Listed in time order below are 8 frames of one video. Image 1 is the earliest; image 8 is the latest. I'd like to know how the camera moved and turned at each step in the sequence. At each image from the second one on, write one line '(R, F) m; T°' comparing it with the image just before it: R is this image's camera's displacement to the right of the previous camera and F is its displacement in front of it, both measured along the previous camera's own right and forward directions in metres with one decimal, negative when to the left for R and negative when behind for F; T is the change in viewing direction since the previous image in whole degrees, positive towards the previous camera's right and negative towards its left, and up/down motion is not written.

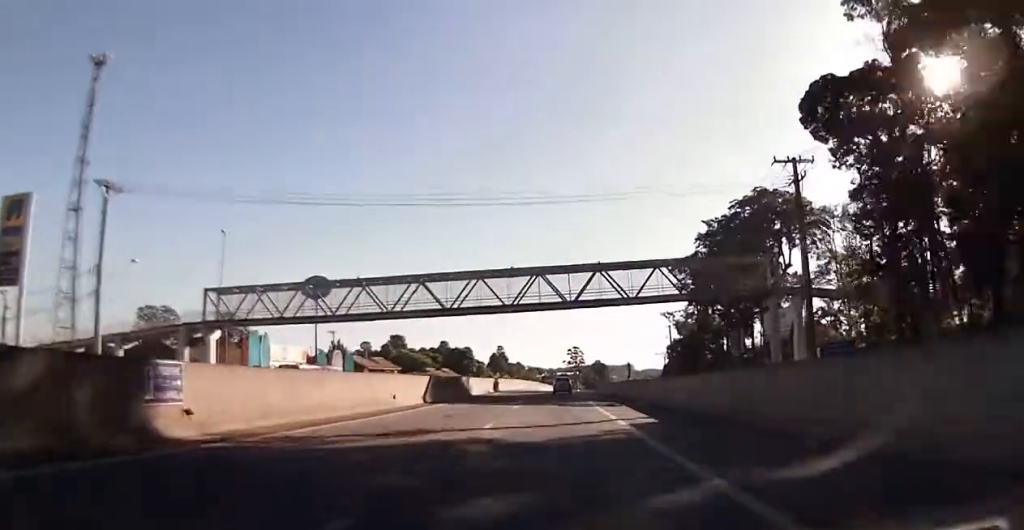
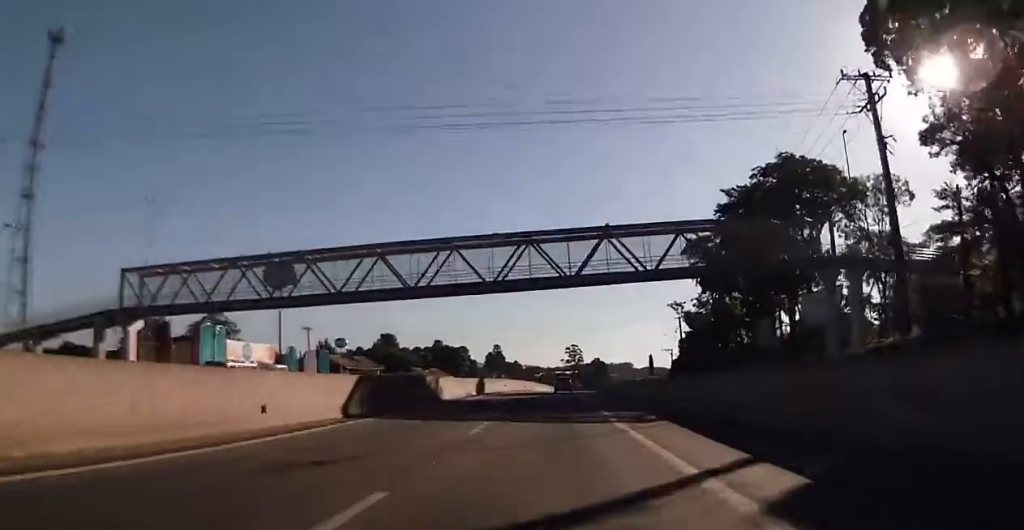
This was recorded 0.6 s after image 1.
(-0.2, +13.1) m; -1°
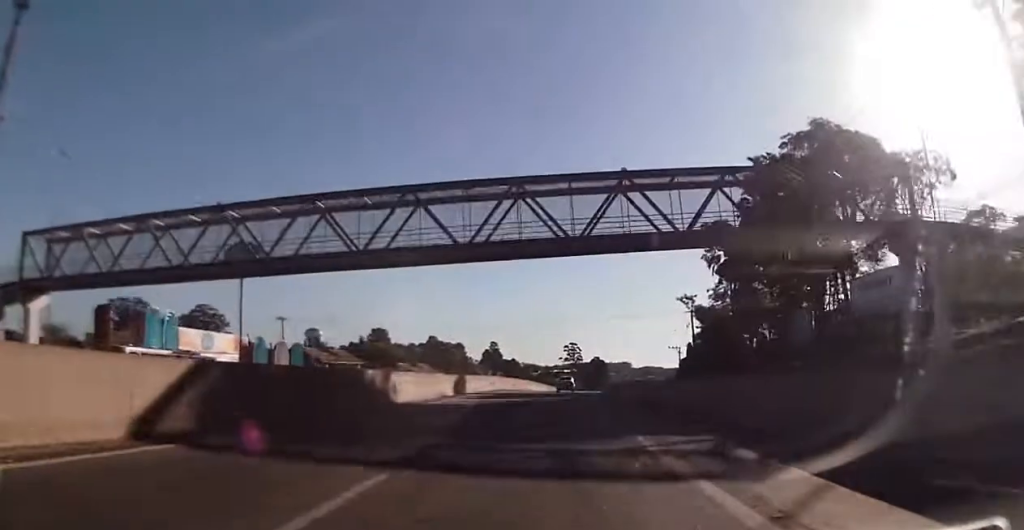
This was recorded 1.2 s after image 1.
(0.0, +11.6) m; 0°
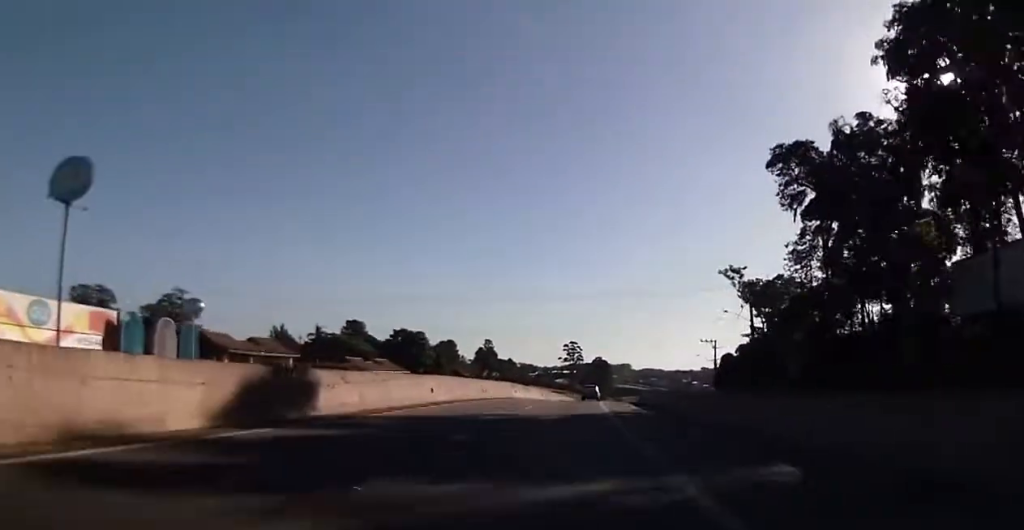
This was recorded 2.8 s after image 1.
(+0.4, +32.0) m; +2°
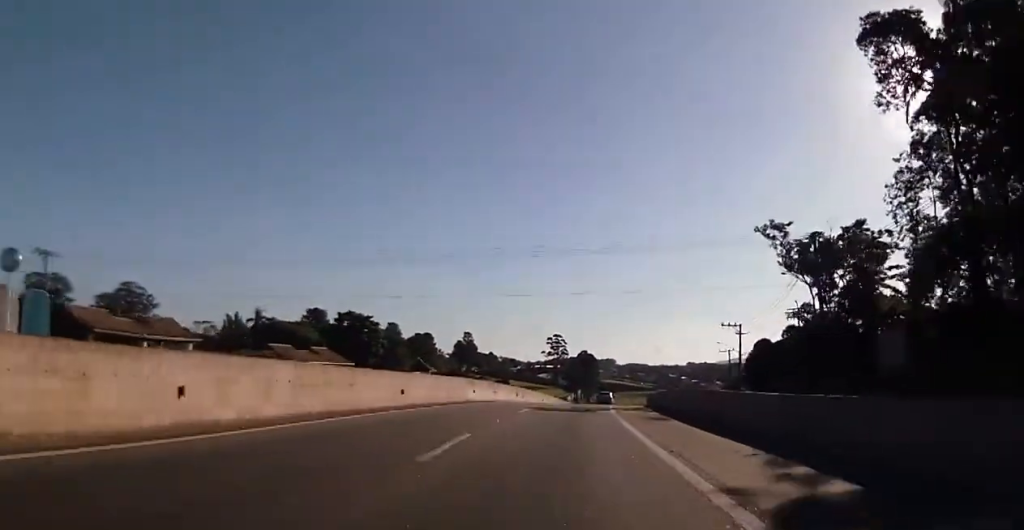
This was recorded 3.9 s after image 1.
(+0.3, +22.5) m; 0°
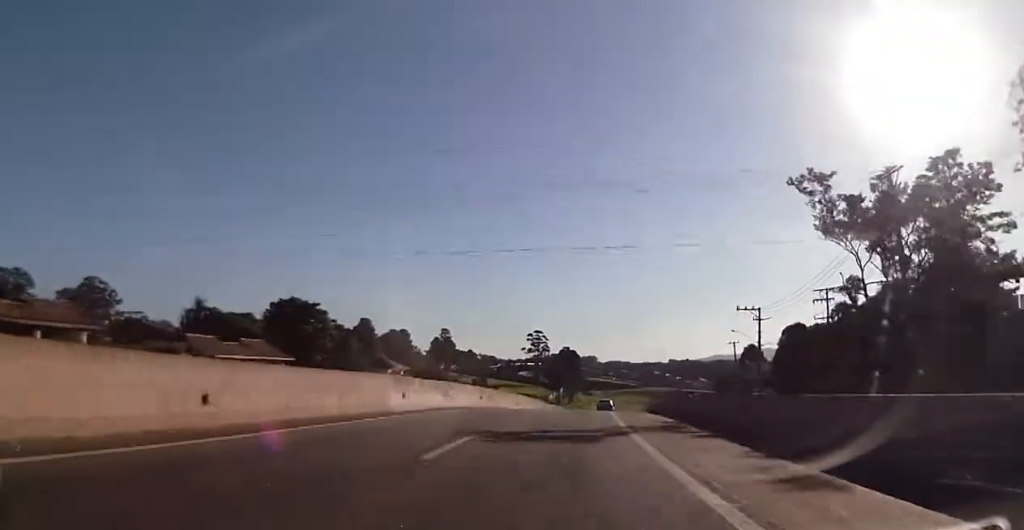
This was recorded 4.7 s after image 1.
(-0.1, +14.7) m; 0°
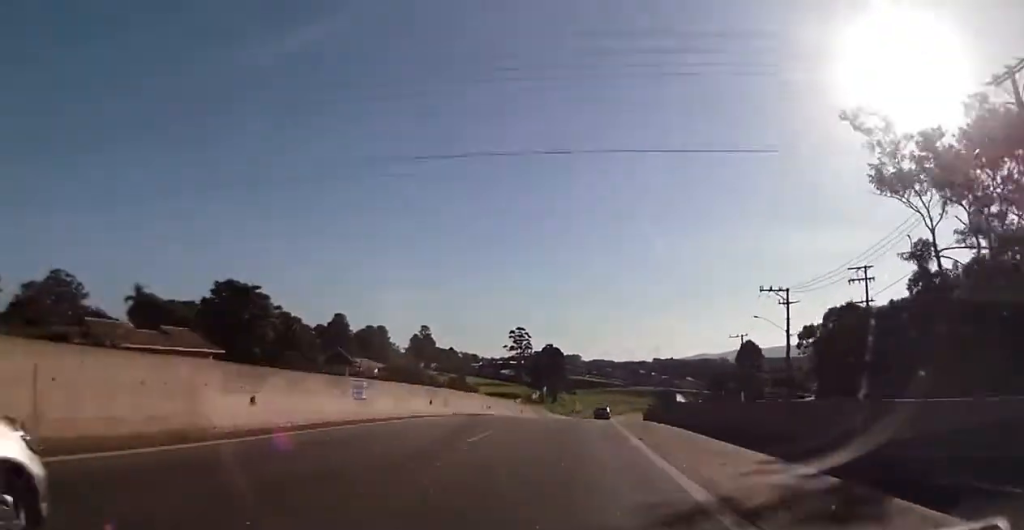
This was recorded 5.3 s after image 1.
(-0.5, +12.8) m; +1°
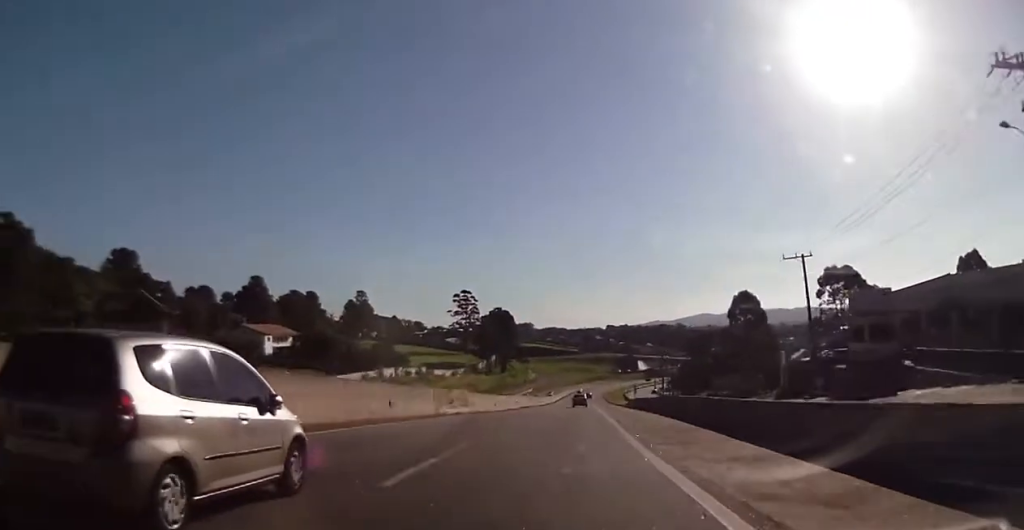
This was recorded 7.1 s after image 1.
(+1.2, +36.2) m; +3°
